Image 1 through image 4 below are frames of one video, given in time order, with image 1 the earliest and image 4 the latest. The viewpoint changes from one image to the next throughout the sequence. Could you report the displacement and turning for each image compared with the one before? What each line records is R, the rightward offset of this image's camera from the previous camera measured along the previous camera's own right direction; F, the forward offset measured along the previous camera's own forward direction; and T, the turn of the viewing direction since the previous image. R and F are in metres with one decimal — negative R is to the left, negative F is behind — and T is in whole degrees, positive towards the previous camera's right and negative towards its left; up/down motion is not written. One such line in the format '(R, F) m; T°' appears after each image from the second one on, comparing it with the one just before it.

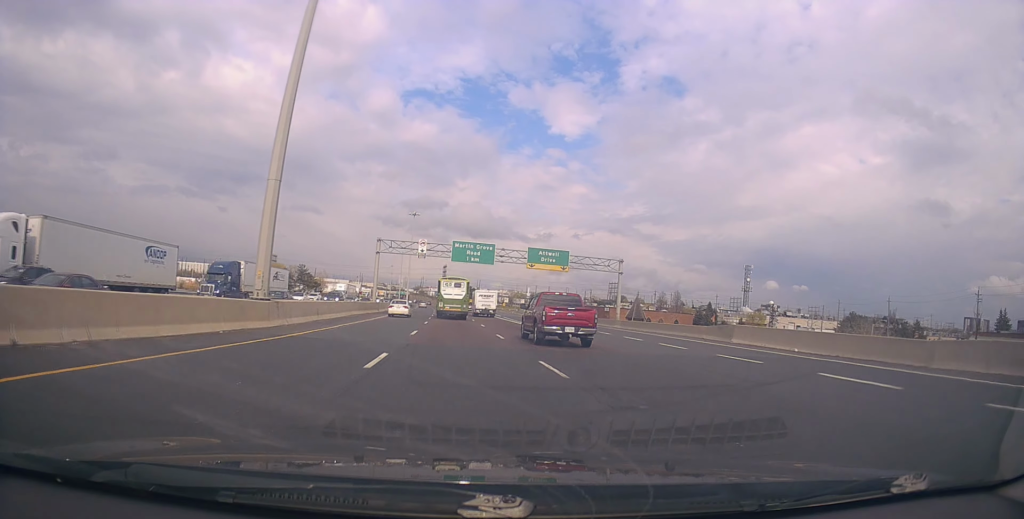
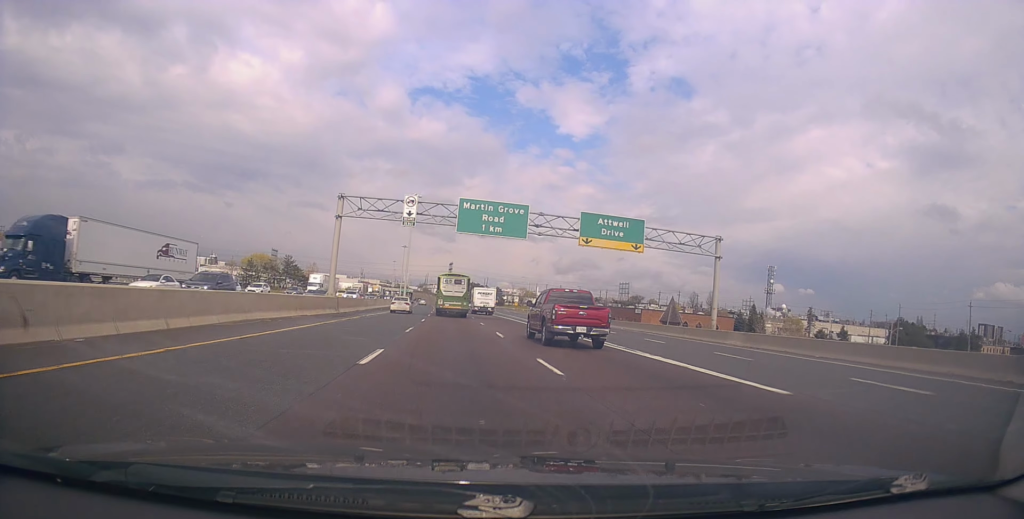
(0.0, +24.6) m; 0°
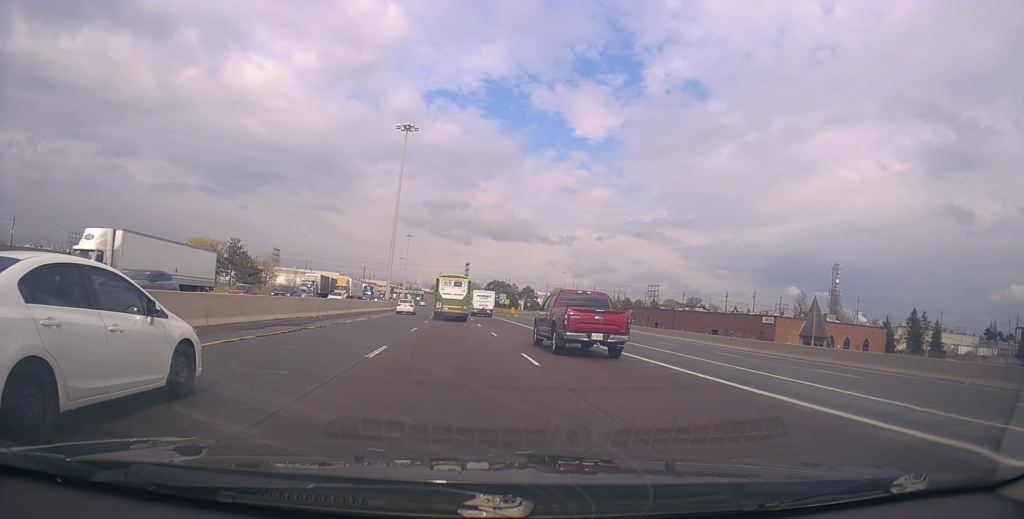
(-0.9, +58.1) m; -3°
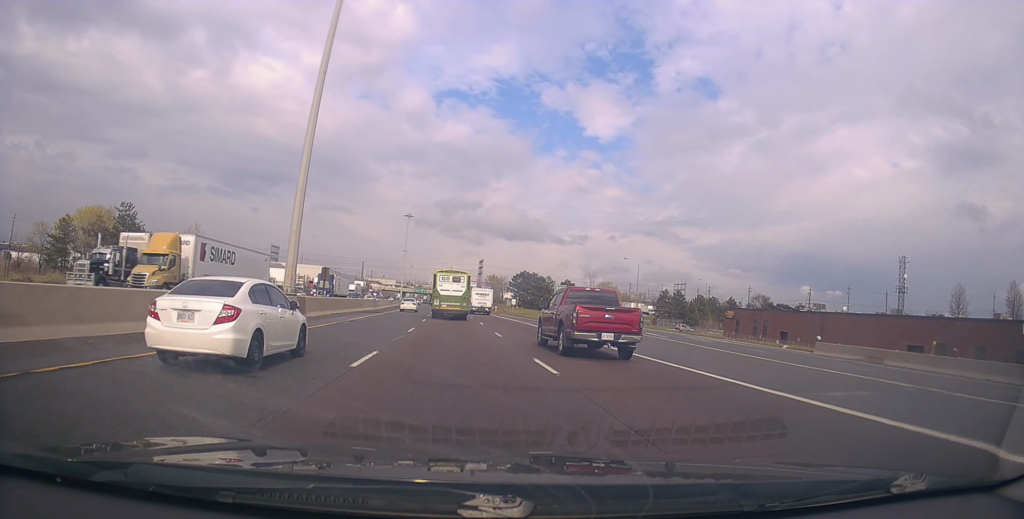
(+0.4, +50.9) m; +1°
